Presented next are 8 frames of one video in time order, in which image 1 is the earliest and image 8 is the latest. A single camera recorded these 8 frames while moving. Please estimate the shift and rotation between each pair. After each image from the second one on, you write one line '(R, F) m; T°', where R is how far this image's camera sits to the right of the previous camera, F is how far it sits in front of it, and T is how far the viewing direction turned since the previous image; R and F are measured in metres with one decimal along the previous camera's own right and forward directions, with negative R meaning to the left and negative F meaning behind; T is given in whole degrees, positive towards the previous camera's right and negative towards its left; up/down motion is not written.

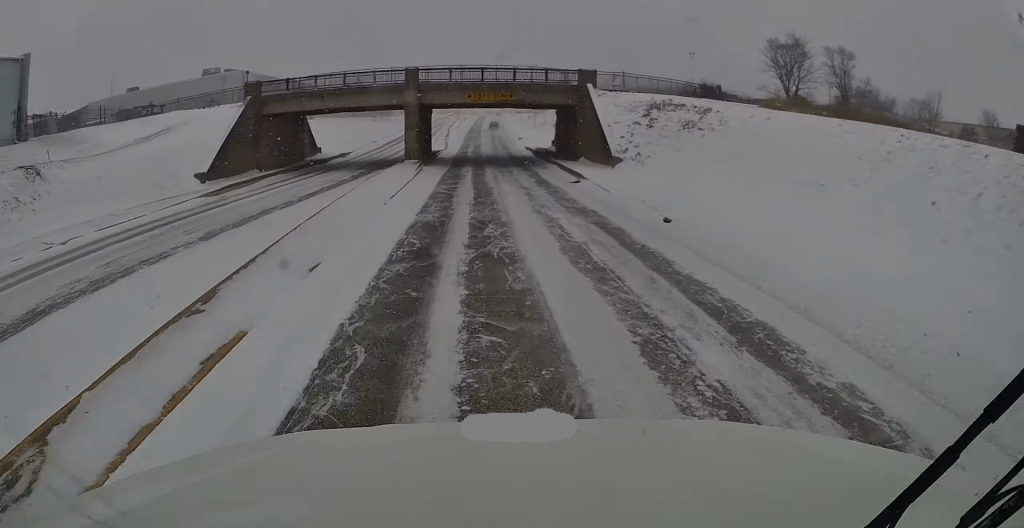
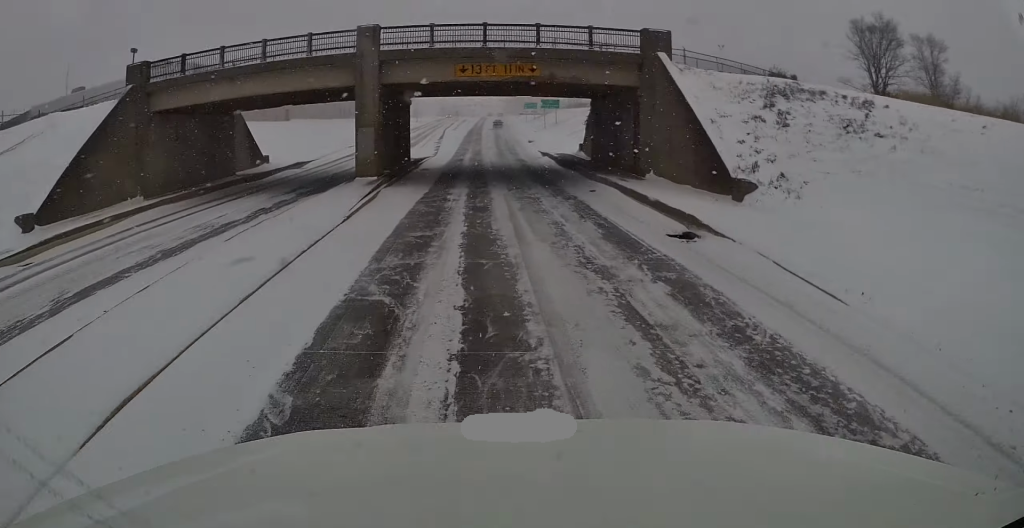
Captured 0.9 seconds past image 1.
(+0.5, +16.4) m; -1°
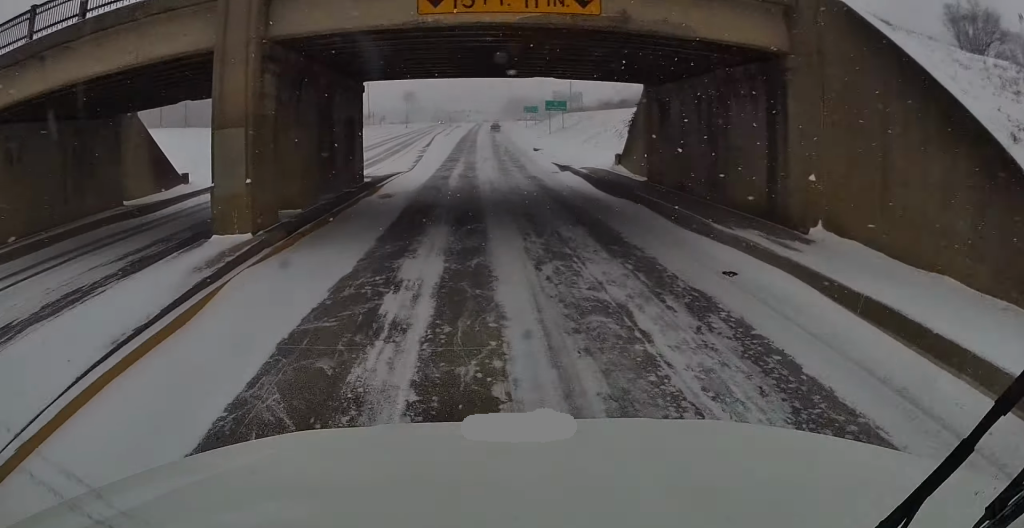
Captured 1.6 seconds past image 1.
(-0.6, +13.2) m; -3°
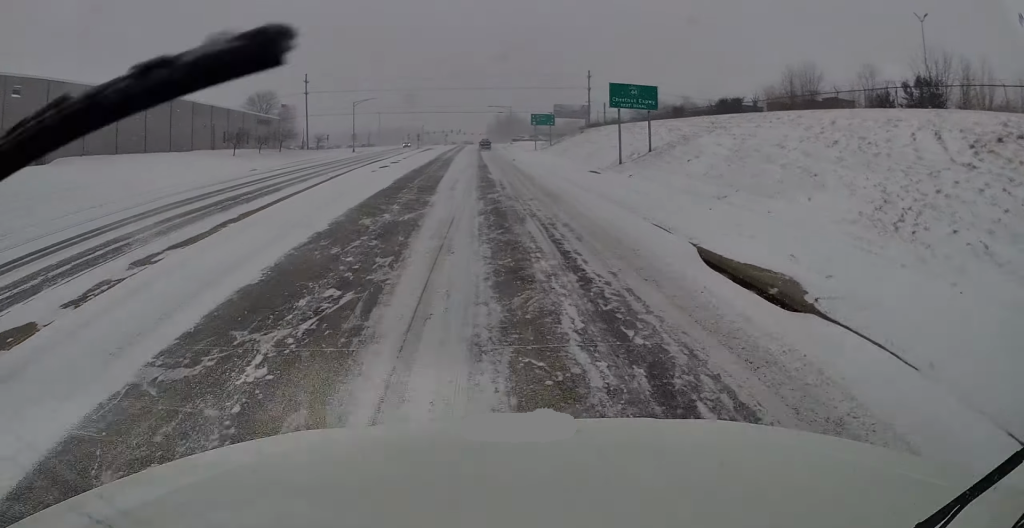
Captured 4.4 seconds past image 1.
(-0.1, +49.8) m; 0°
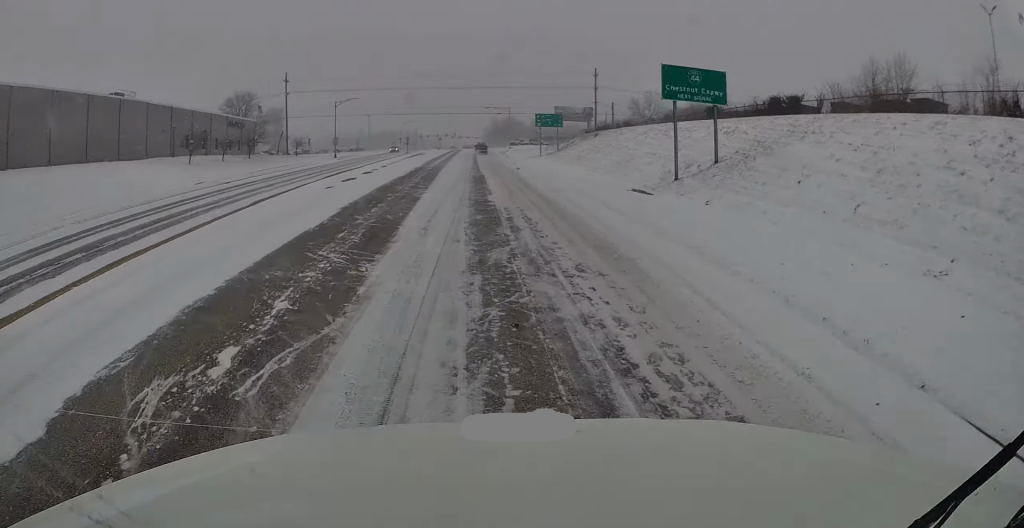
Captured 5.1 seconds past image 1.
(0.0, +11.0) m; 0°
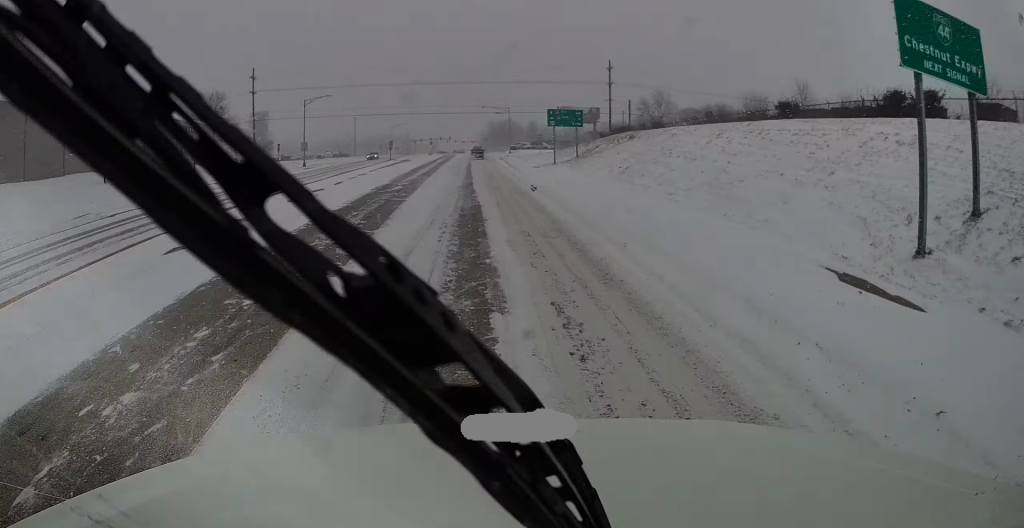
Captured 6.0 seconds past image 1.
(0.0, +15.5) m; +1°
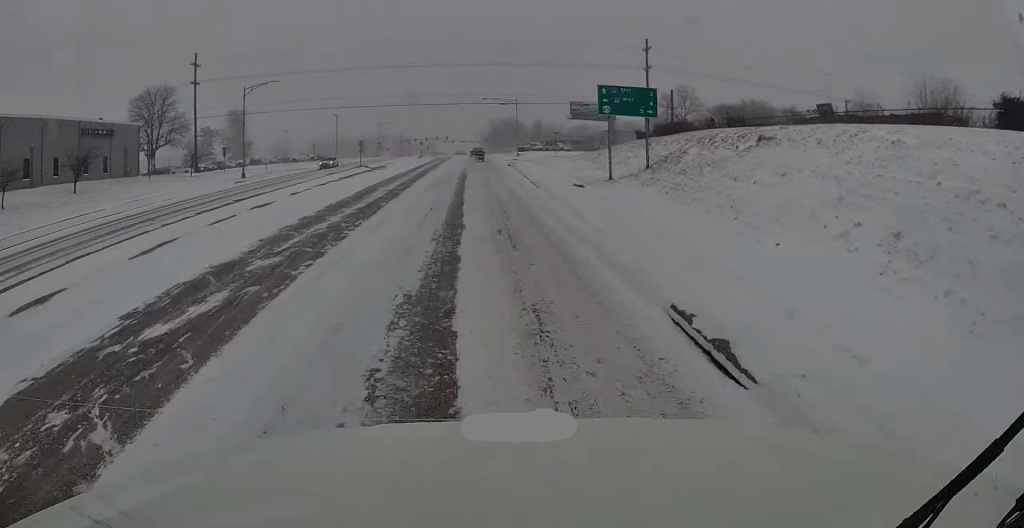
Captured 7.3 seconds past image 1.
(+0.5, +22.5) m; +3°
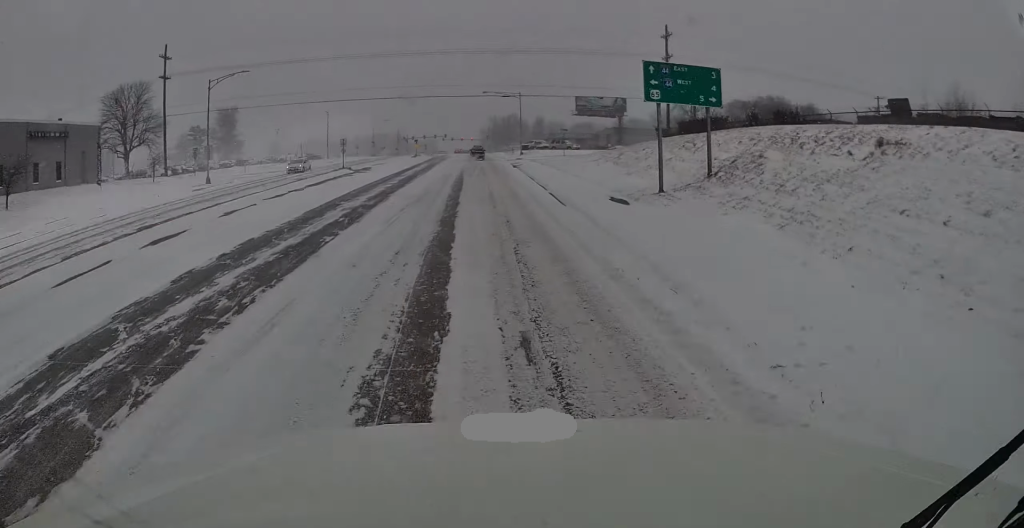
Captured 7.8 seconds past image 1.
(+0.1, +8.7) m; 0°
